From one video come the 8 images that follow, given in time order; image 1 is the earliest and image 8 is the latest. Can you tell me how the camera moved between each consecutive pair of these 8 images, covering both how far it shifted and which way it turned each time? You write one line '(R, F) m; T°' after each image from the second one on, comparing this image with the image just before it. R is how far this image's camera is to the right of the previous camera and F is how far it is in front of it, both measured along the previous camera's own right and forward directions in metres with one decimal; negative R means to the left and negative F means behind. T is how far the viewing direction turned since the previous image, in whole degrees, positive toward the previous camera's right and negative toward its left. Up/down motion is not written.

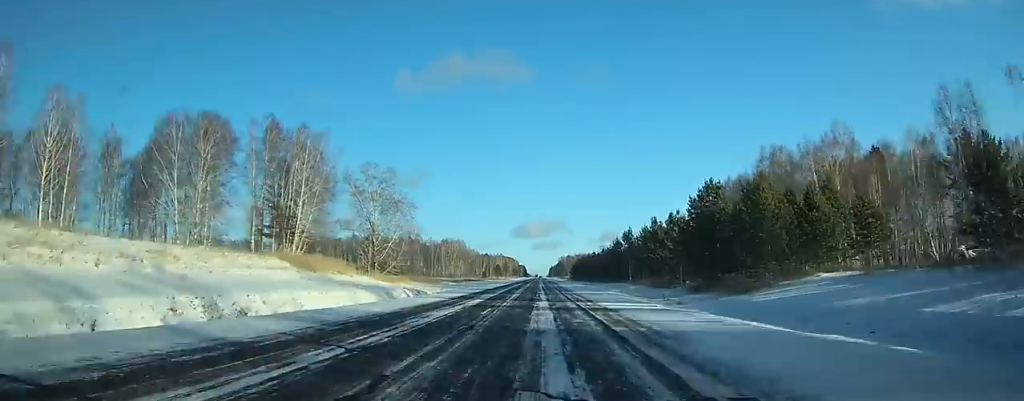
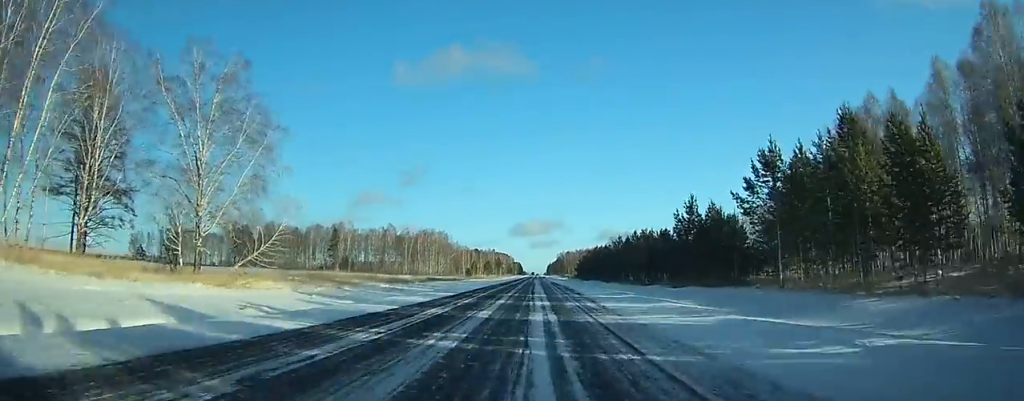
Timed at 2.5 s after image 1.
(-0.2, +58.2) m; 0°
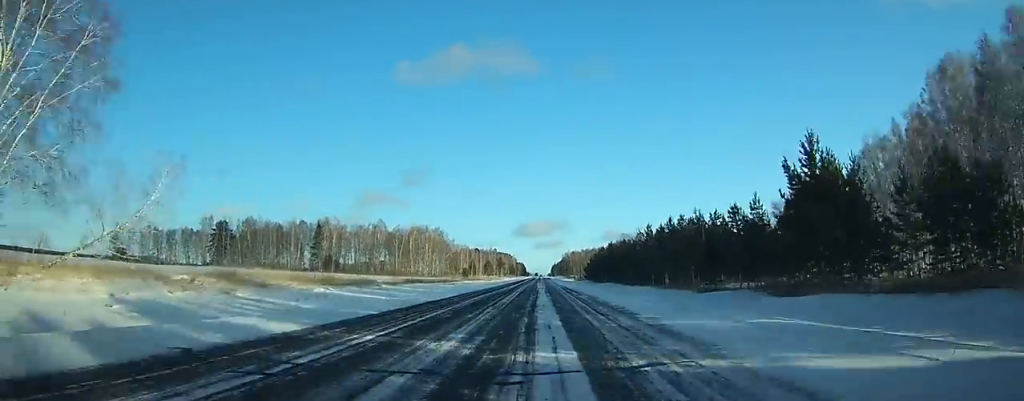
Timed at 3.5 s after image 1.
(+0.1, +25.2) m; 0°
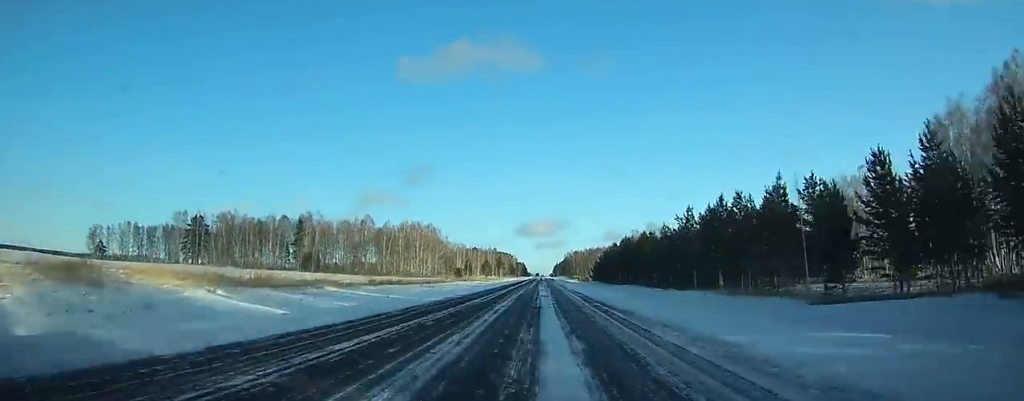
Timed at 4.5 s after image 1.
(0.0, +22.0) m; 0°
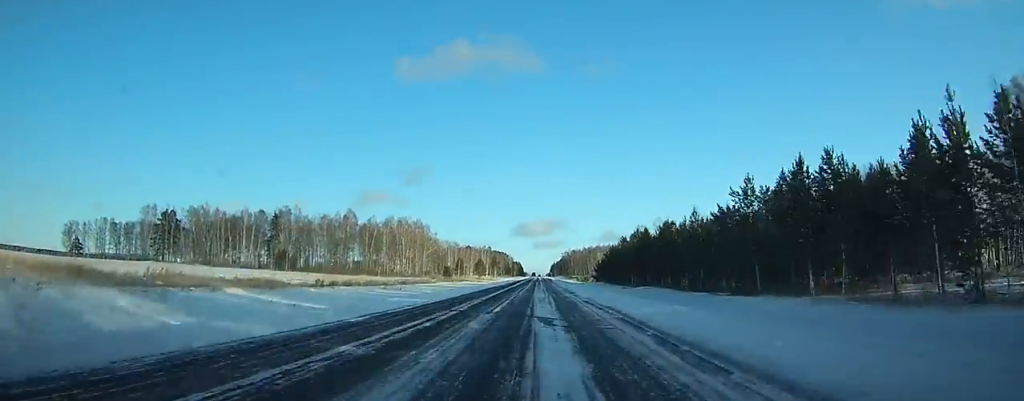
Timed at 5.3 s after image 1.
(-0.1, +18.9) m; 0°
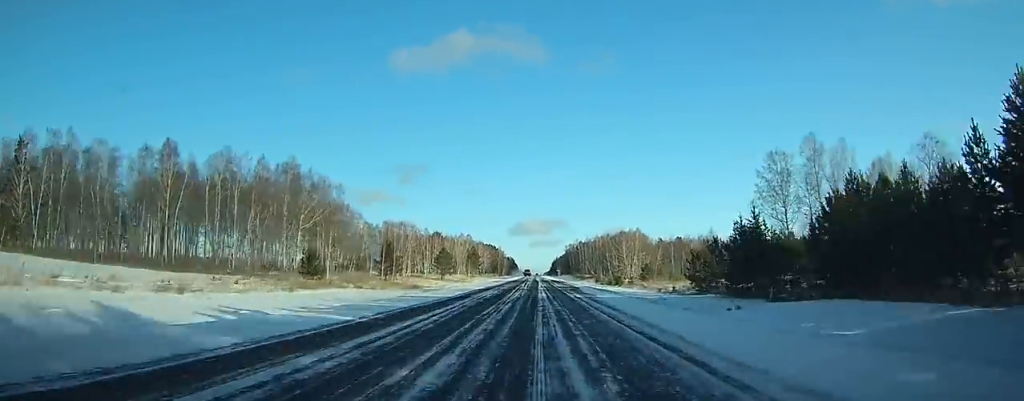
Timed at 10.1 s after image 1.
(0.0, +115.1) m; +1°
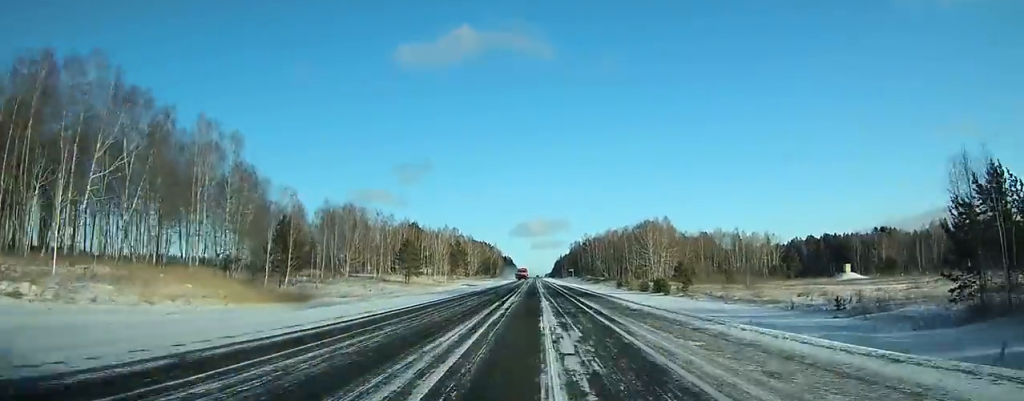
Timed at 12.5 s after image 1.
(+0.2, +55.3) m; 0°
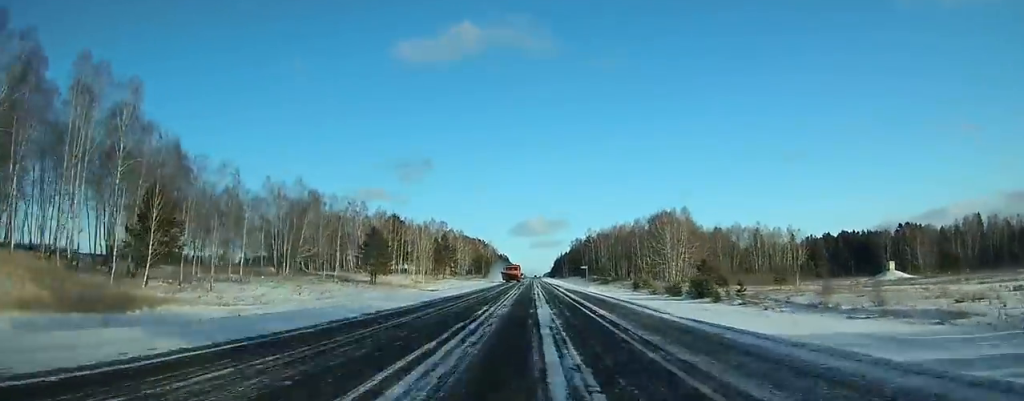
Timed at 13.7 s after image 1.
(0.0, +28.4) m; 0°
